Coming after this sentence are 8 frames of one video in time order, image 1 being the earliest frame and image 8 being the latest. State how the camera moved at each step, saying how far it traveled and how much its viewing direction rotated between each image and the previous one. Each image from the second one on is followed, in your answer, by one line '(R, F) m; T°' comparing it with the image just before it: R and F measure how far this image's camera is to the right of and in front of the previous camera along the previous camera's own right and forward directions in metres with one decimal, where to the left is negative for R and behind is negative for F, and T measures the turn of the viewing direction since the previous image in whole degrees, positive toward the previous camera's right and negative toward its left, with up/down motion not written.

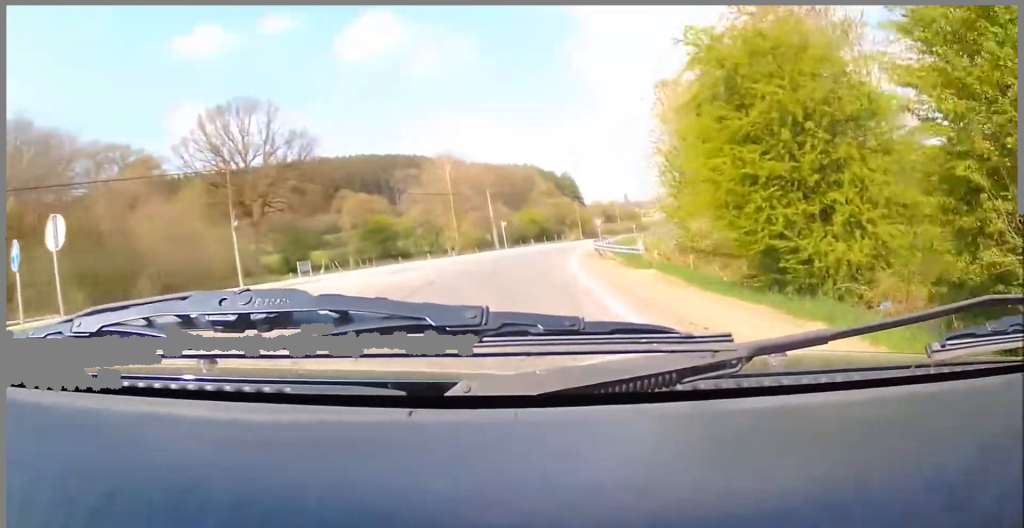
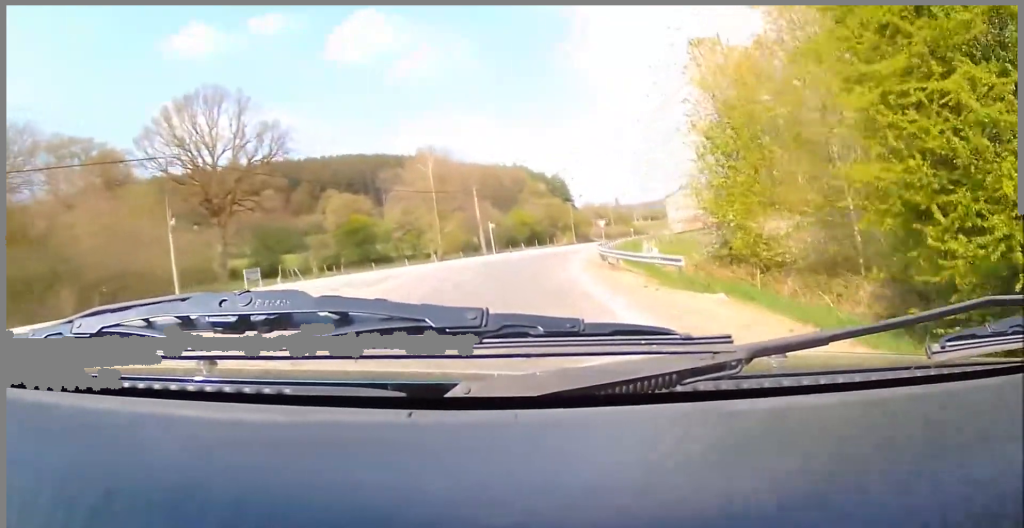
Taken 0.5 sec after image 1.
(-0.3, +8.1) m; +6°
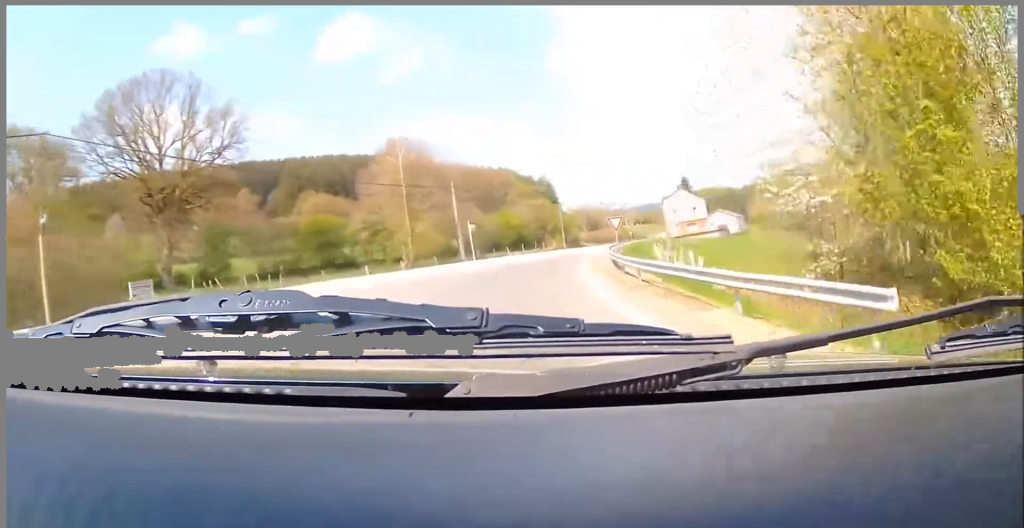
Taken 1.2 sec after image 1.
(+1.7, +12.6) m; +4°
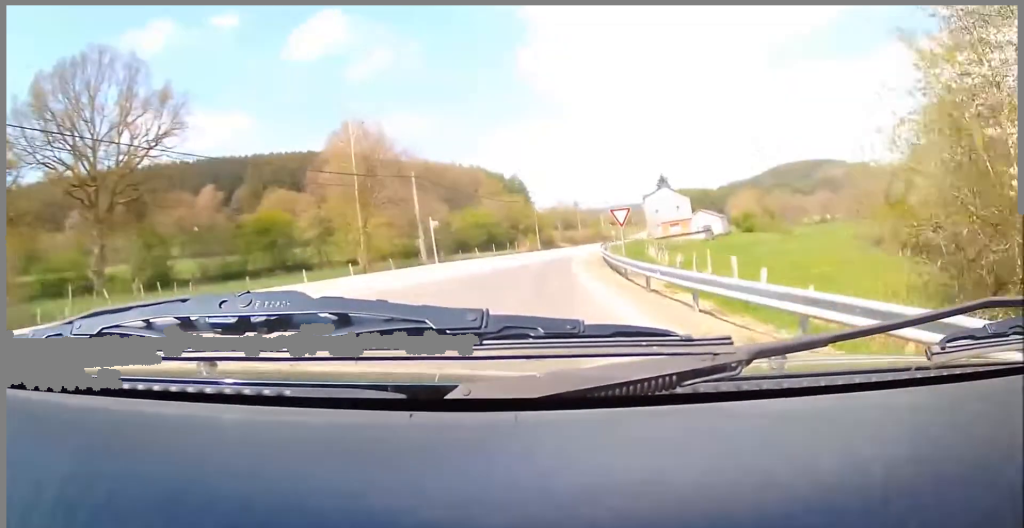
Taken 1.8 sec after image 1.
(+0.6, +10.0) m; +1°
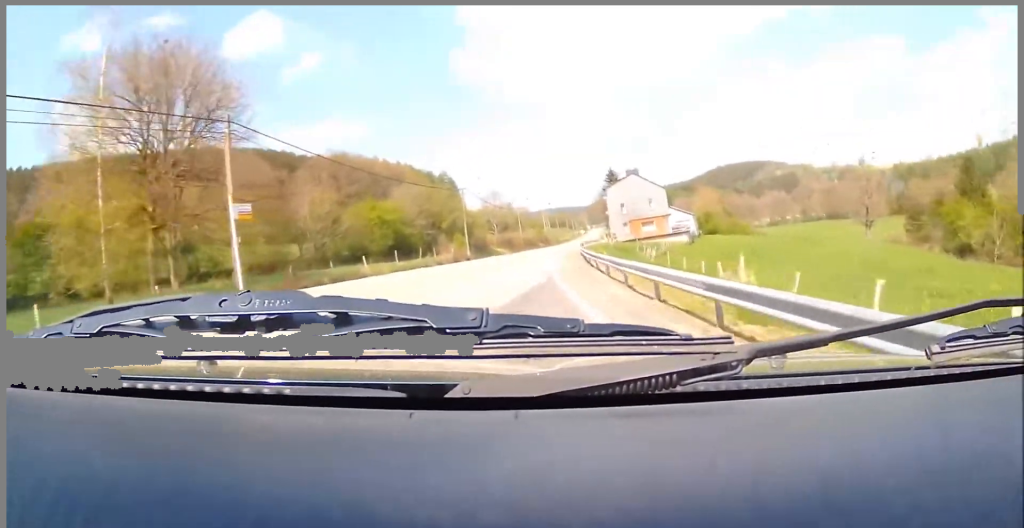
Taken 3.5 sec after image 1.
(-1.9, +30.6) m; -4°
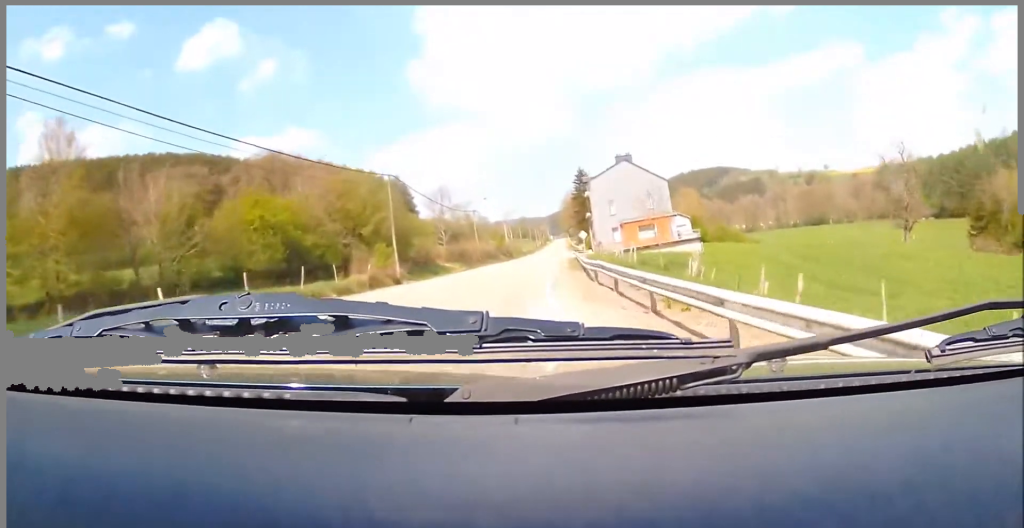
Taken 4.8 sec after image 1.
(0.0, +24.4) m; +3°
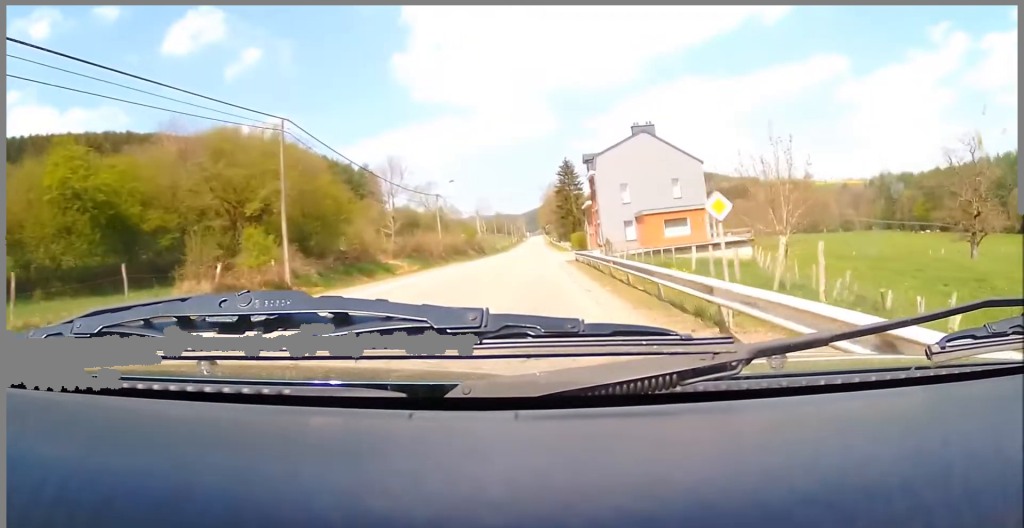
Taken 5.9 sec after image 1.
(+0.9, +21.1) m; +1°
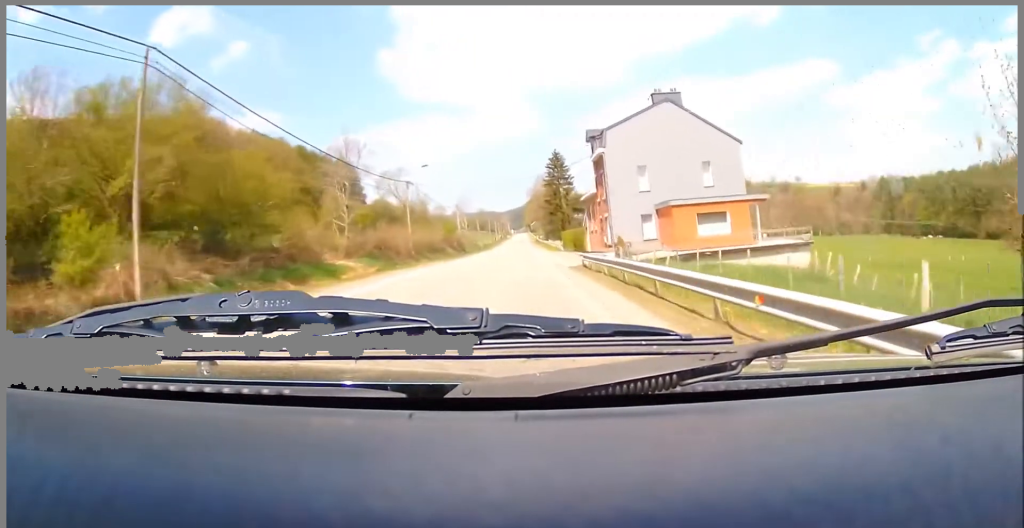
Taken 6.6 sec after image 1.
(-0.4, +12.0) m; -1°
